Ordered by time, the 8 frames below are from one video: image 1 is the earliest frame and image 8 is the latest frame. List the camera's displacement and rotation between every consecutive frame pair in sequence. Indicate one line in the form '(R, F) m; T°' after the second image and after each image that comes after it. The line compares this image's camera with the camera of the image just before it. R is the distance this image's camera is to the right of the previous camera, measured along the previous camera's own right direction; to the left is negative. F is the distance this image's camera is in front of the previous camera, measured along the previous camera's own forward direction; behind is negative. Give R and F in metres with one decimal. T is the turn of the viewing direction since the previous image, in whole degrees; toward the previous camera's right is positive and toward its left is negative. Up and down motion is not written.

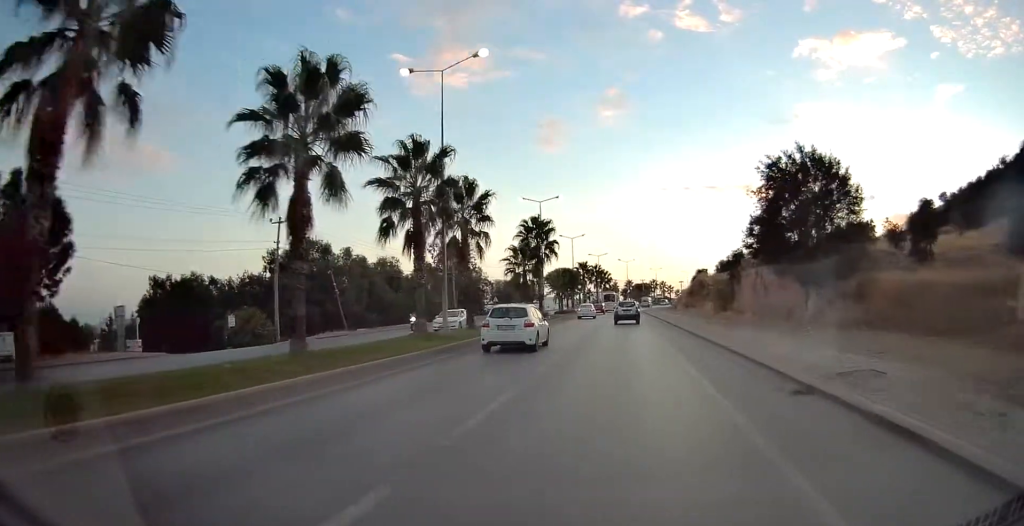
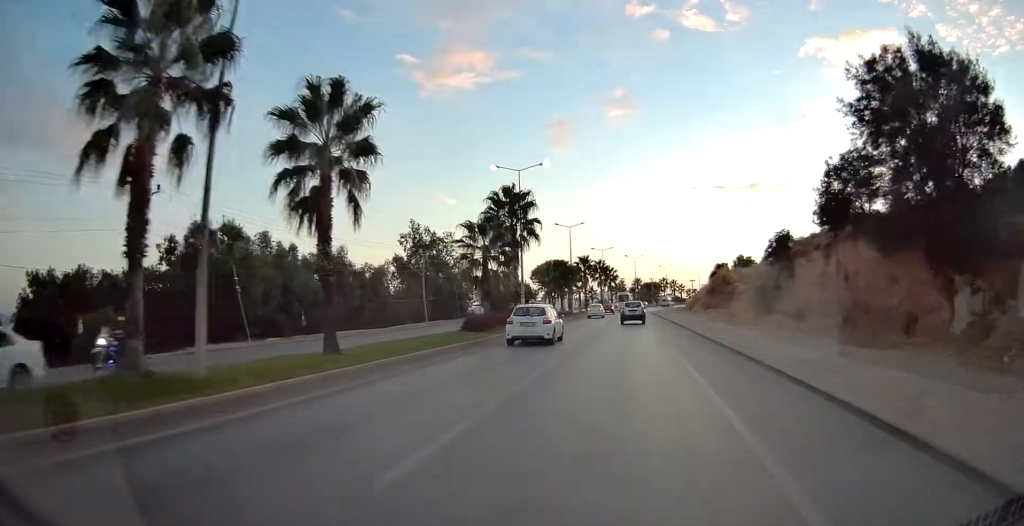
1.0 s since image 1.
(-0.1, +13.4) m; -1°
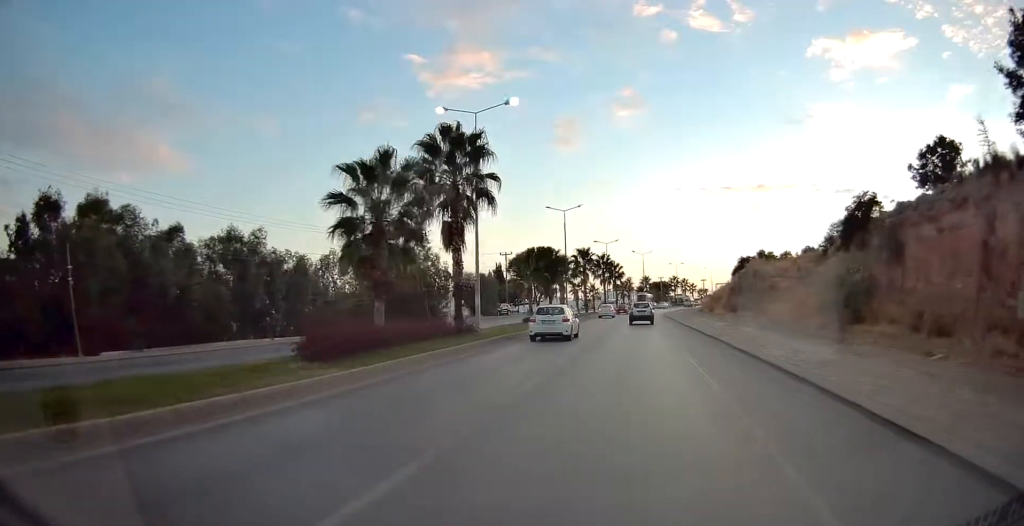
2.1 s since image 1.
(-0.1, +13.7) m; -1°
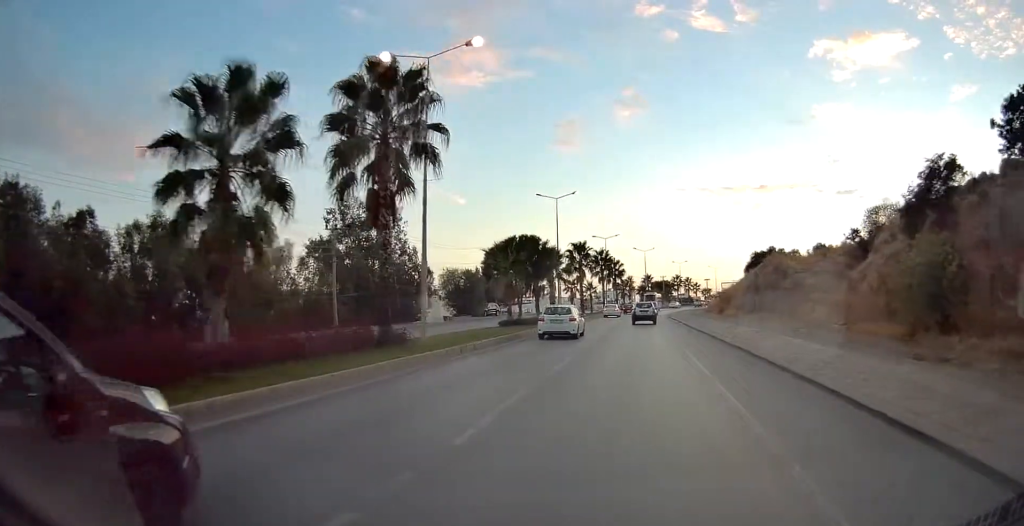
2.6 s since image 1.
(0.0, +7.6) m; 0°
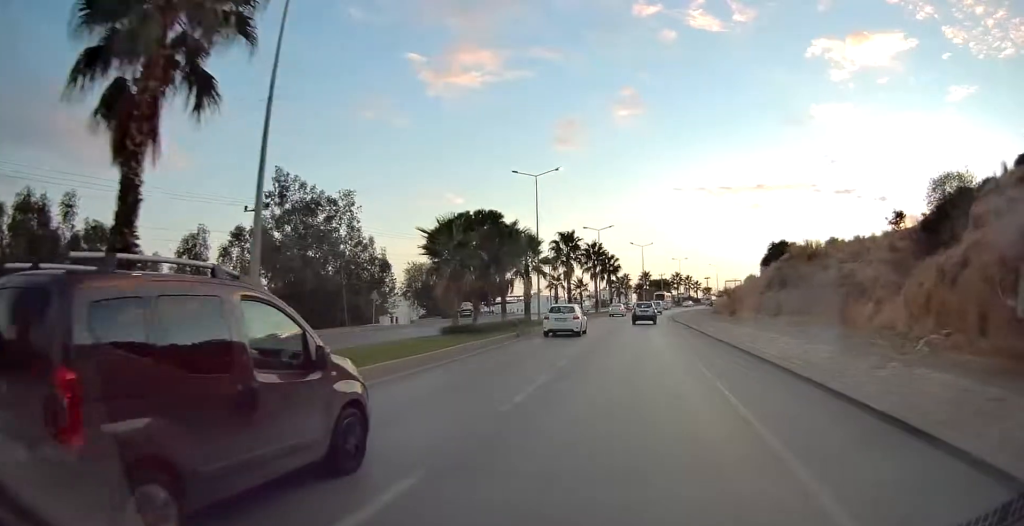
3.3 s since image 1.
(-0.1, +10.7) m; 0°
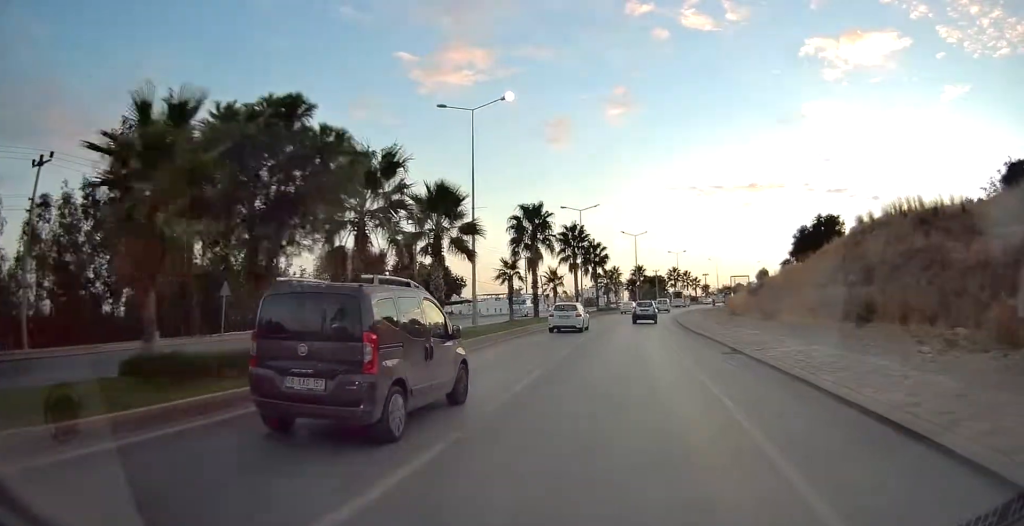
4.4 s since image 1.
(0.0, +15.5) m; +1°
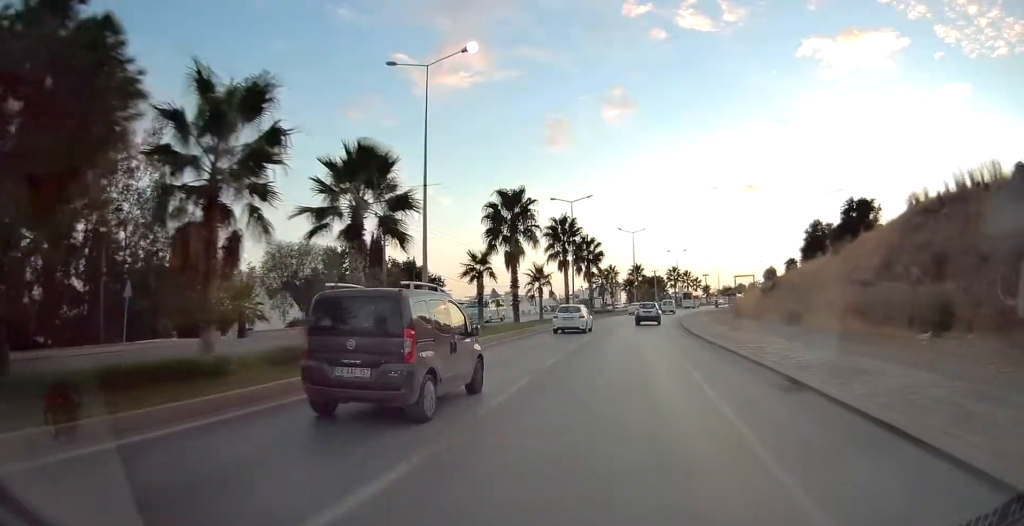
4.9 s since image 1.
(0.0, +6.1) m; 0°
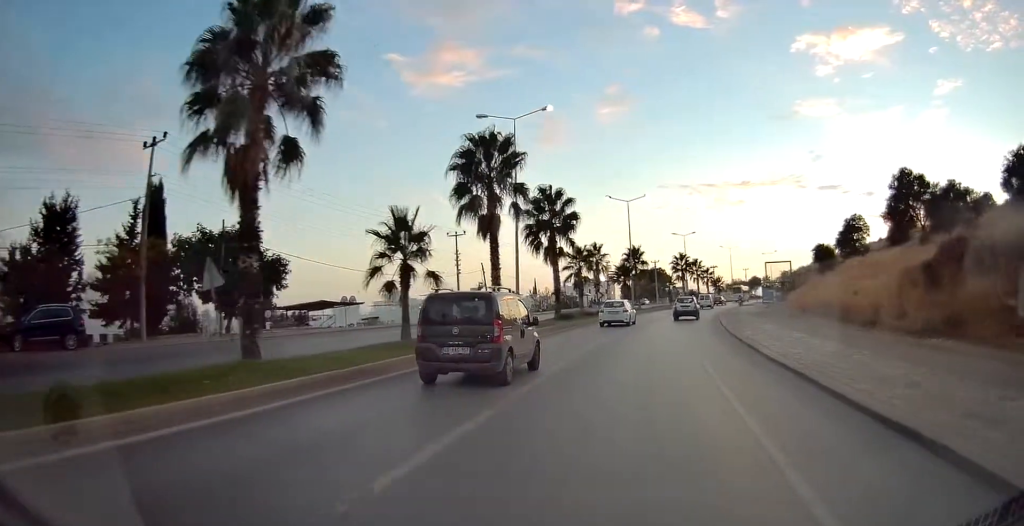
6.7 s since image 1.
(0.0, +25.8) m; +1°
